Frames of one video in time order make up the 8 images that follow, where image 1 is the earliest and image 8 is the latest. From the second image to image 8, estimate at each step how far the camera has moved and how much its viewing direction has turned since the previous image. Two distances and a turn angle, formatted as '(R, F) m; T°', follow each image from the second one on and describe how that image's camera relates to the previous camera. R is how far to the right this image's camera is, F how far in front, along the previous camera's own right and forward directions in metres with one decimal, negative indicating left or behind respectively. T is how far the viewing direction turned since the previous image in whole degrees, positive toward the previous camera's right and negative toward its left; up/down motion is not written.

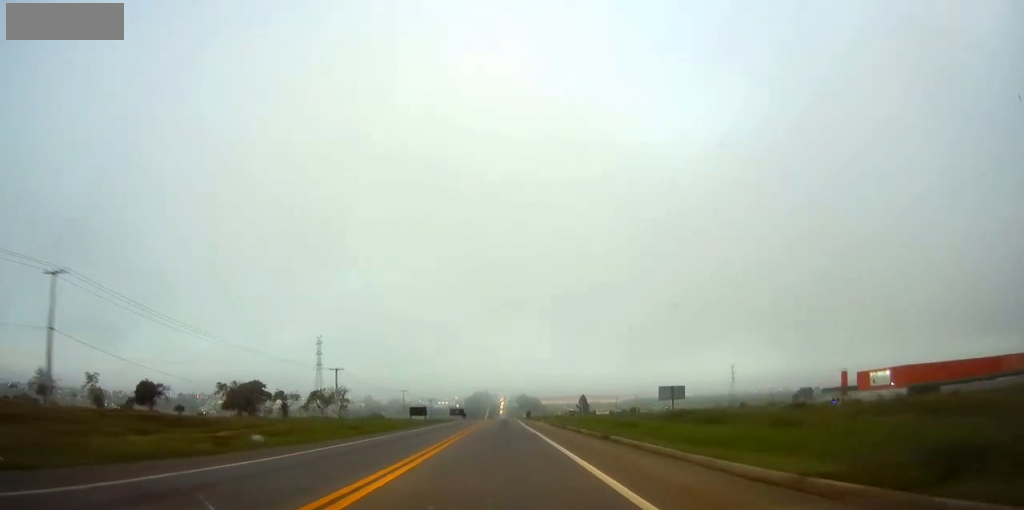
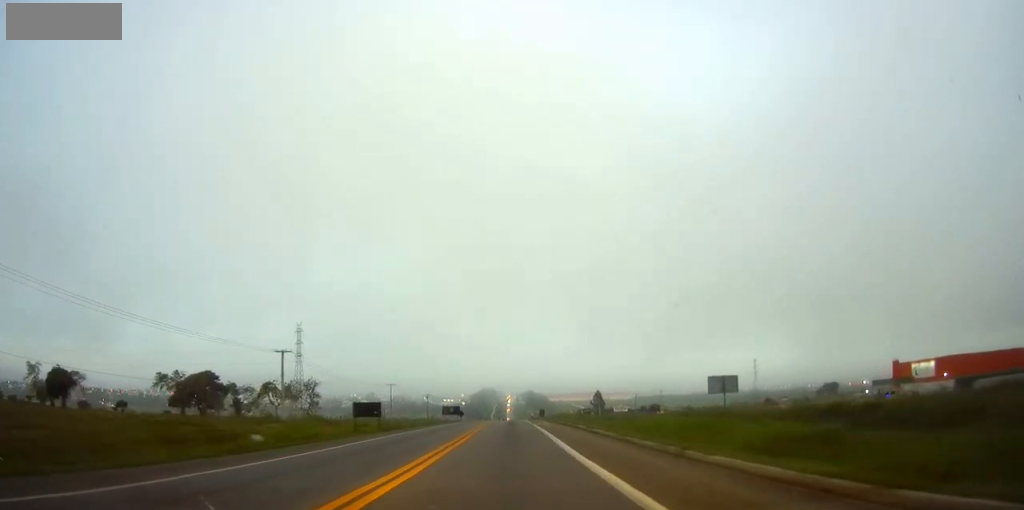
(+0.1, +33.0) m; 0°
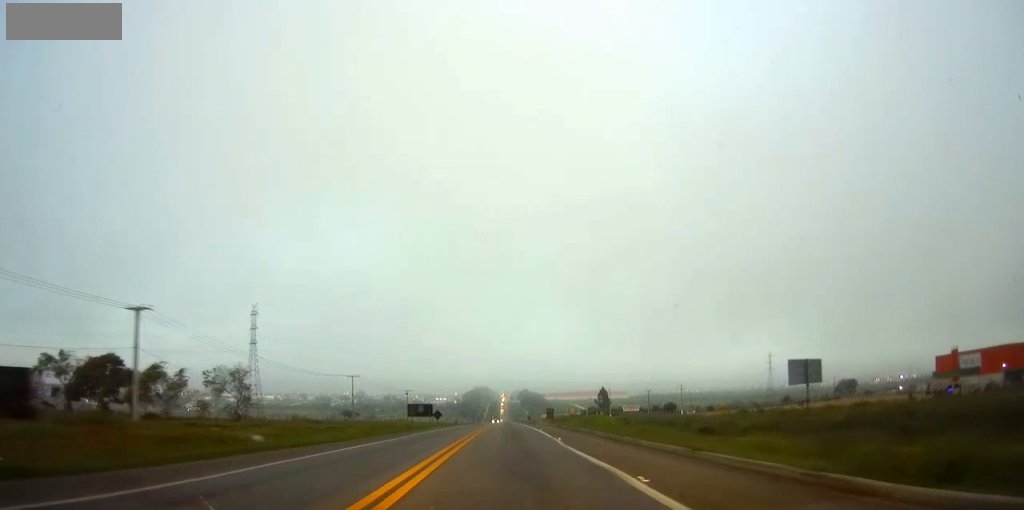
(-0.1, +36.8) m; 0°
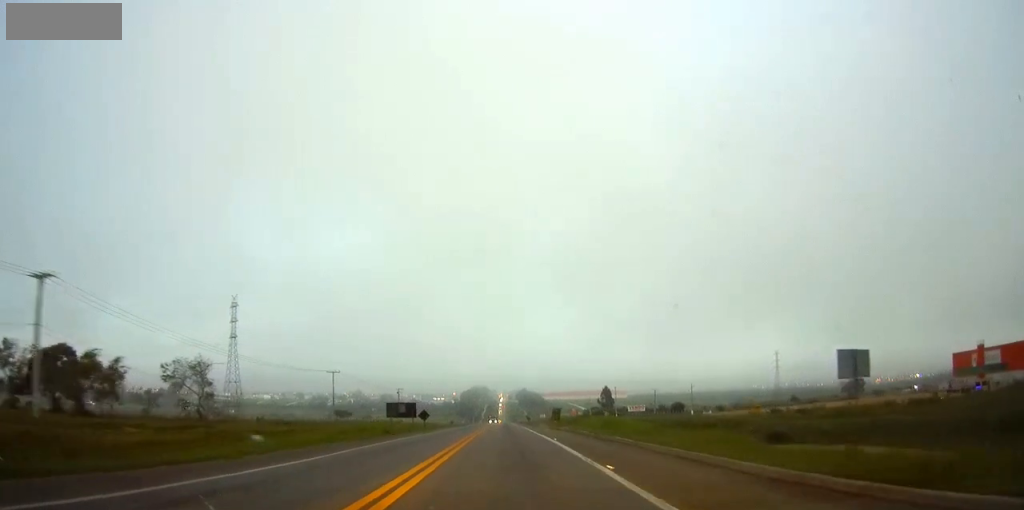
(0.0, +13.7) m; 0°
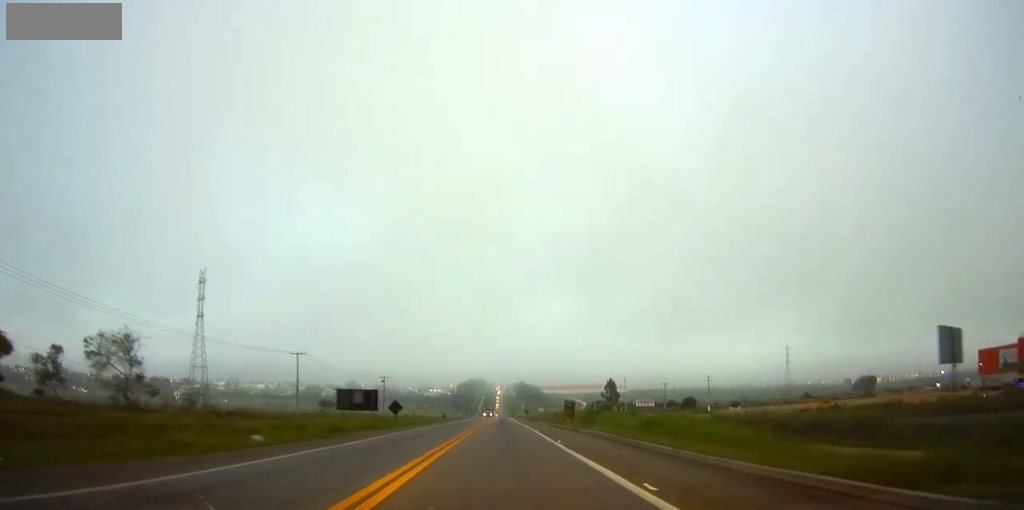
(+0.1, +18.6) m; 0°
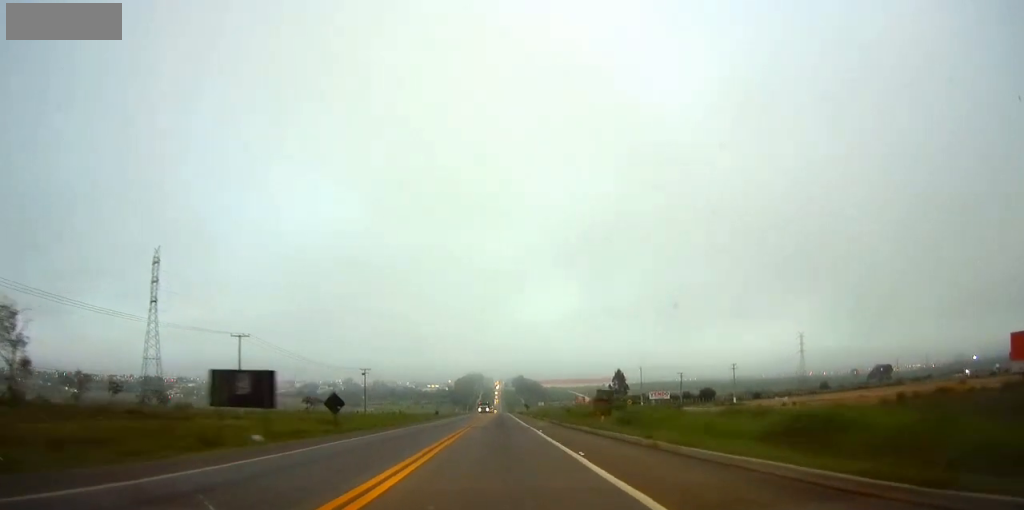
(+0.1, +21.9) m; 0°
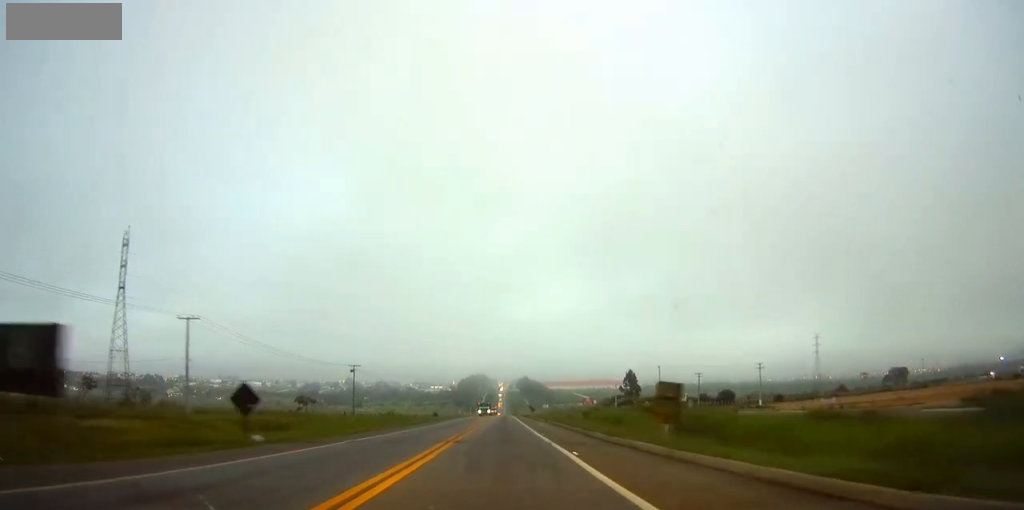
(0.0, +15.5) m; 0°
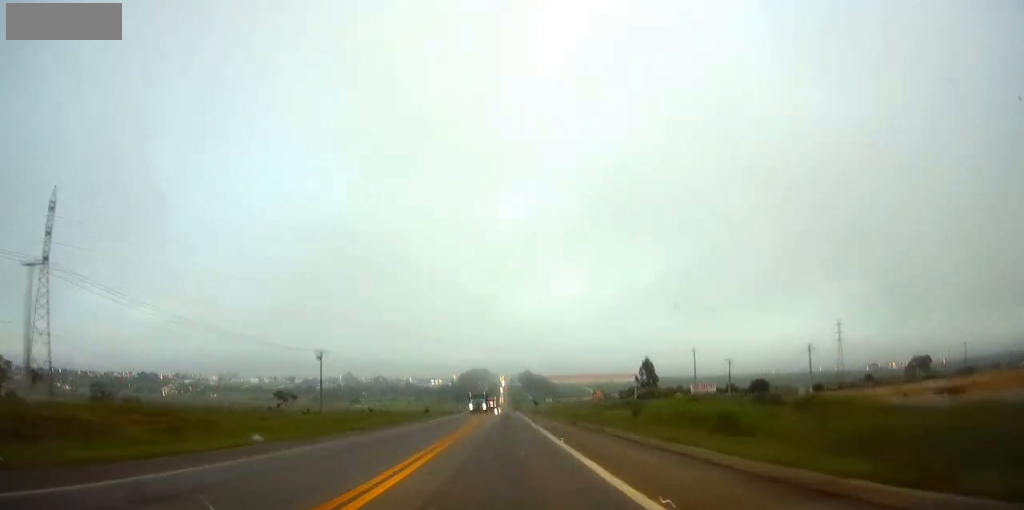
(0.0, +25.1) m; 0°
